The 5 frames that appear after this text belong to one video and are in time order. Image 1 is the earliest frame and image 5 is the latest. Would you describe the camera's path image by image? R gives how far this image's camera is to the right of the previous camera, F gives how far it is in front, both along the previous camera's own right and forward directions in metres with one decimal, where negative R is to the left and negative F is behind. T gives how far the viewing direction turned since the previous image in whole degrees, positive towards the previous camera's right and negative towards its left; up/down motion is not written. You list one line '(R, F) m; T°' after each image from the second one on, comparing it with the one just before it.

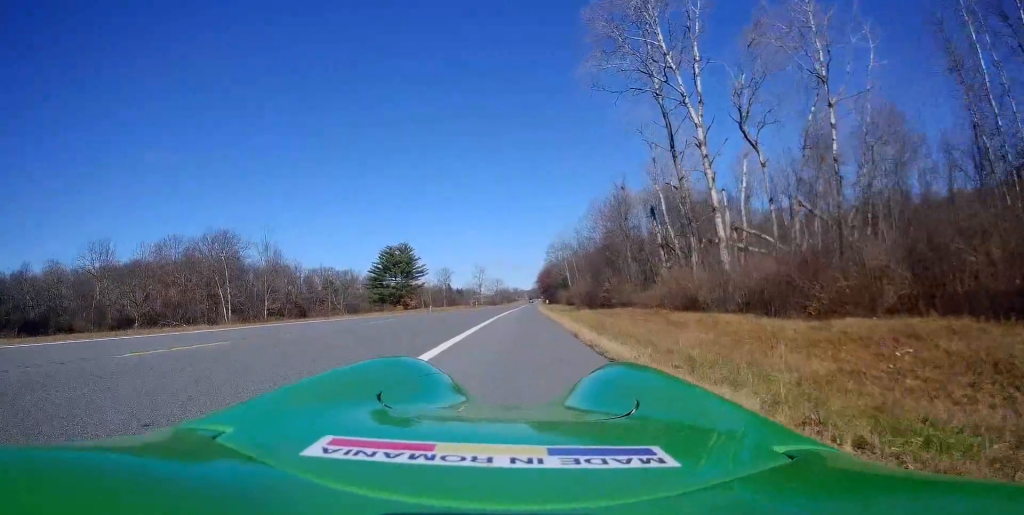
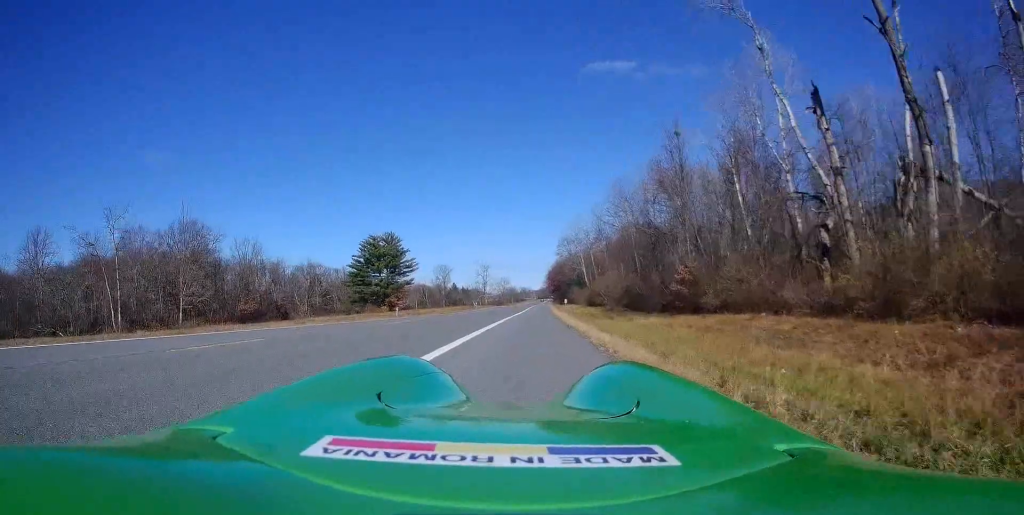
(-0.9, +22.3) m; -2°
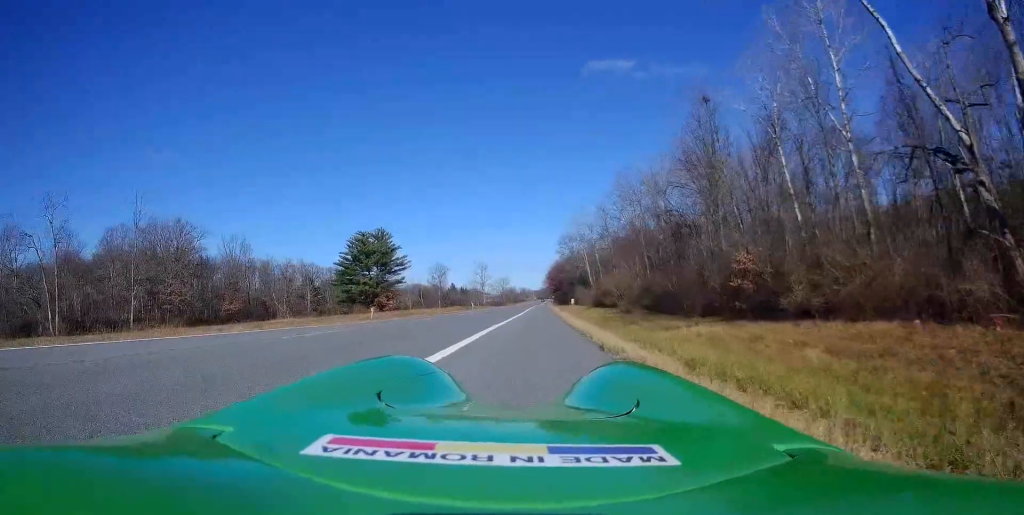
(0.0, +8.4) m; +1°
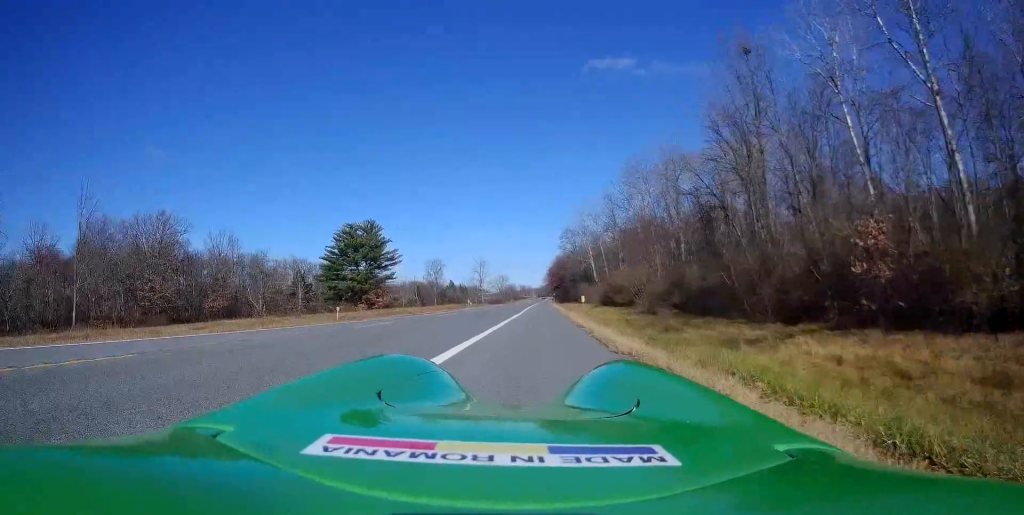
(+0.1, +7.7) m; +2°
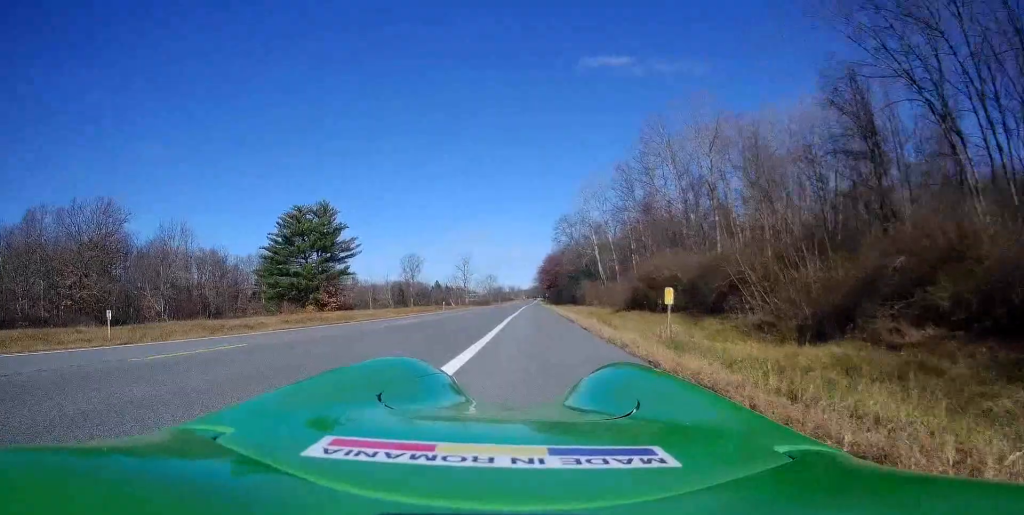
(+0.1, +20.9) m; -1°
